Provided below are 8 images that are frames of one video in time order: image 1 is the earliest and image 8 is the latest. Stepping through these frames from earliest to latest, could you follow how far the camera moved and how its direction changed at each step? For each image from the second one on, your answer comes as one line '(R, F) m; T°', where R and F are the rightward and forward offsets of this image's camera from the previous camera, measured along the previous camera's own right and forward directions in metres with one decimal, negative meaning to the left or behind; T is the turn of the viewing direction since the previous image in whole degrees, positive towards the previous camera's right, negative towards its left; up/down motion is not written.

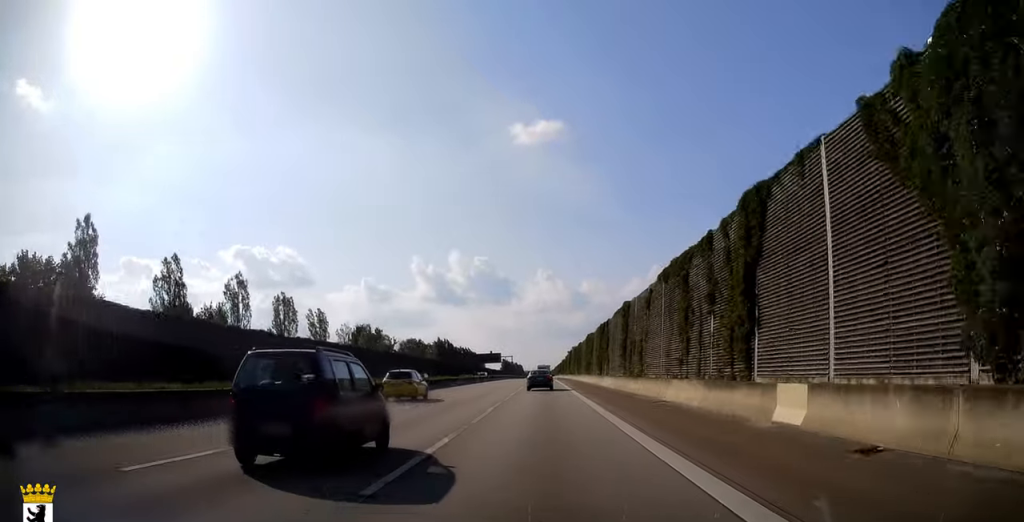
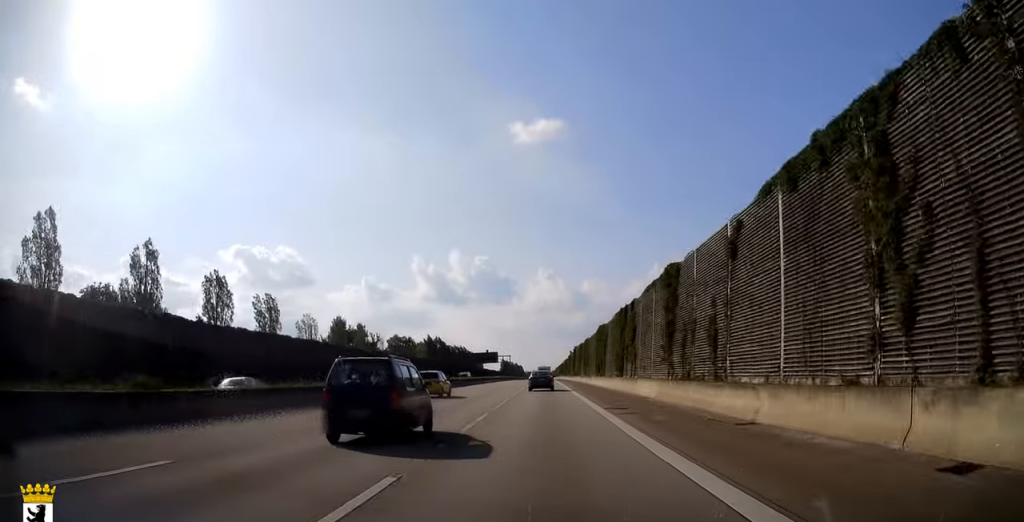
(0.0, +17.2) m; 0°
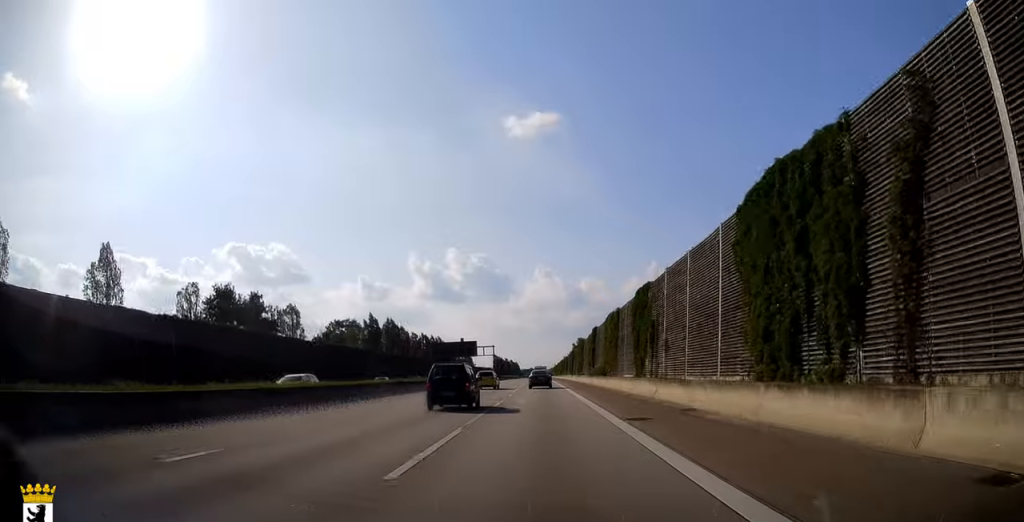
(-0.2, +54.1) m; 0°
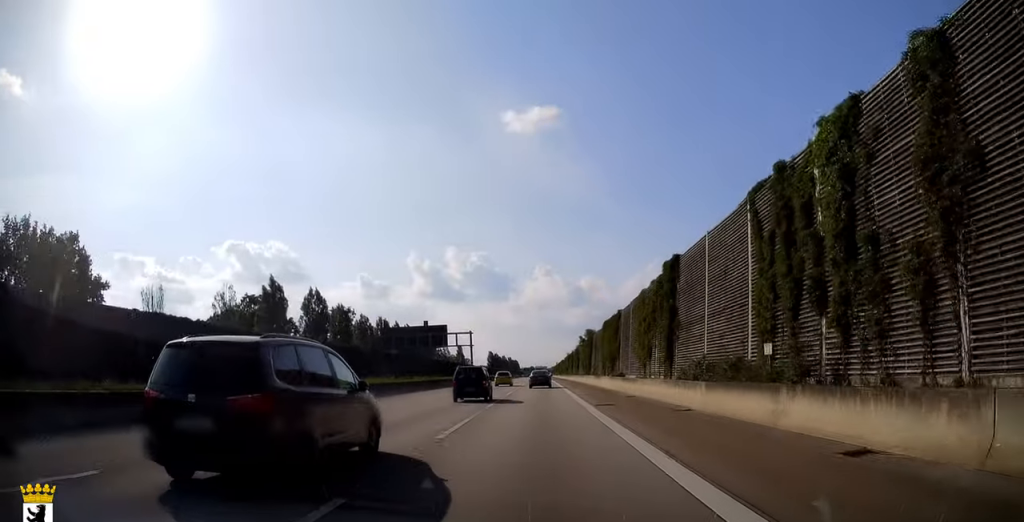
(+0.3, +43.2) m; +1°
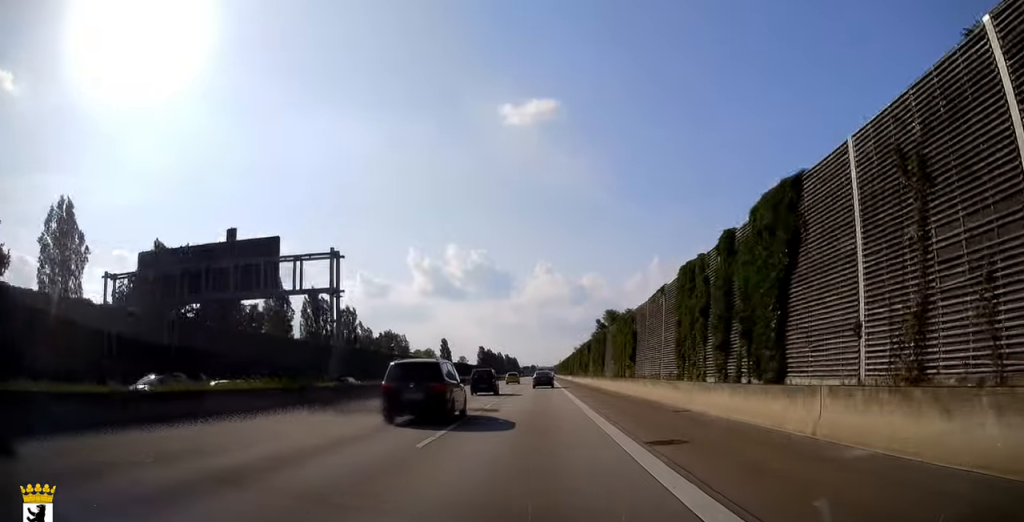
(-0.4, +61.8) m; -1°
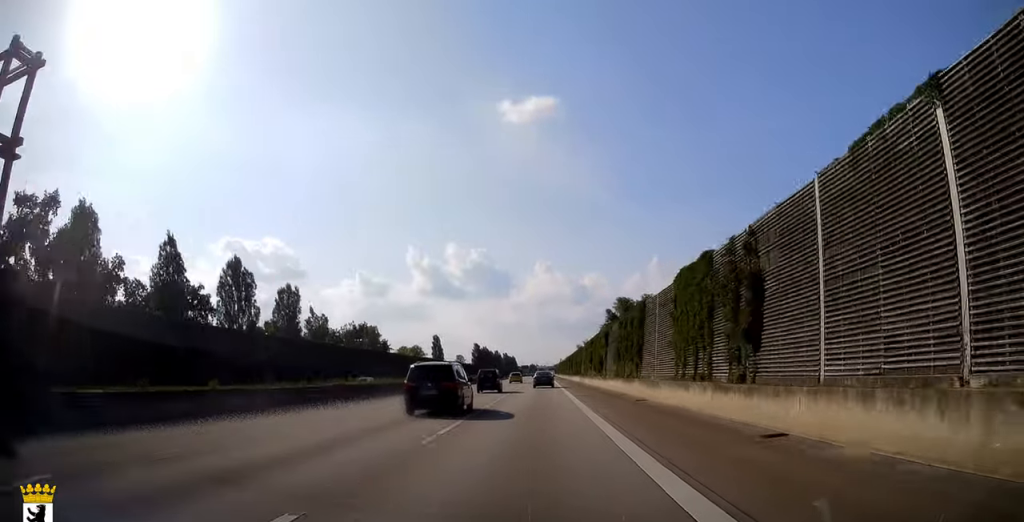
(0.0, +23.0) m; 0°
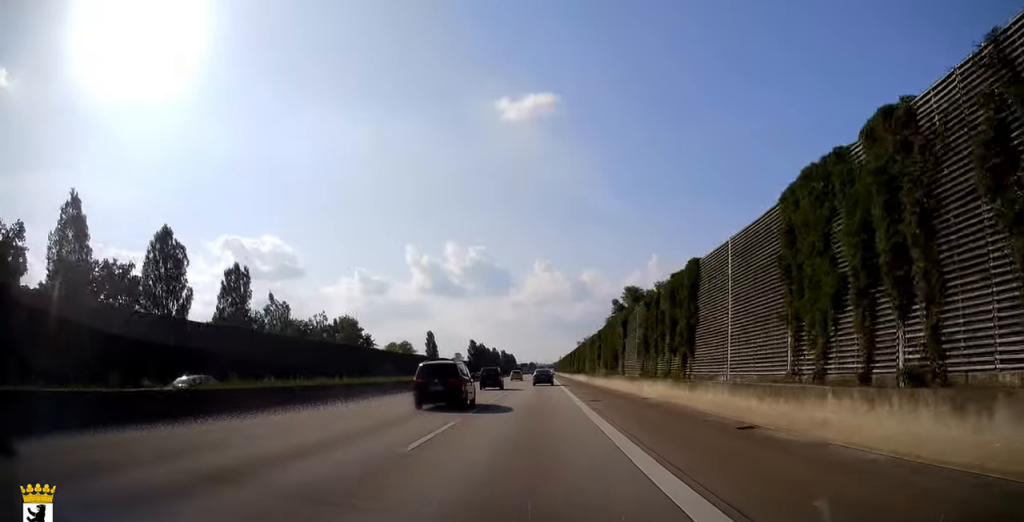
(0.0, +13.5) m; 0°
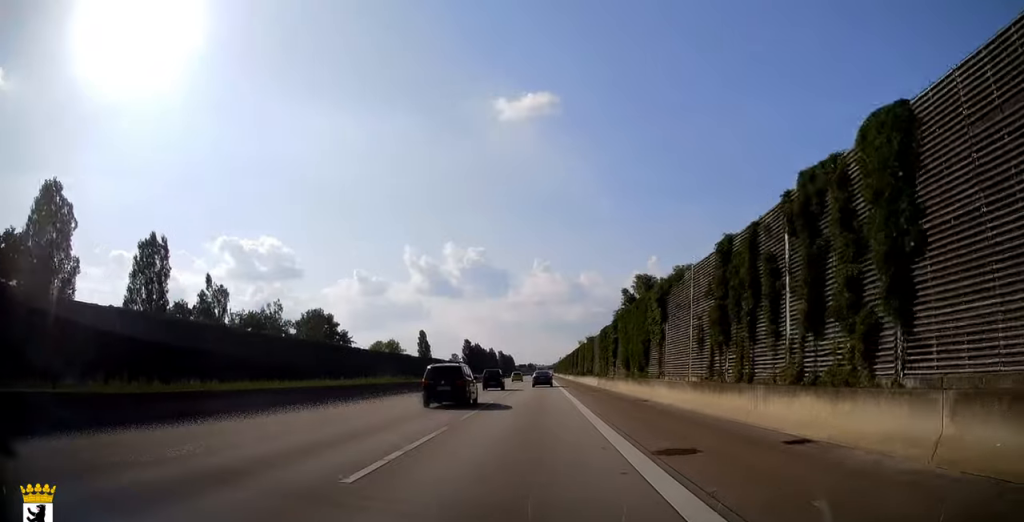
(+0.1, +14.9) m; 0°
